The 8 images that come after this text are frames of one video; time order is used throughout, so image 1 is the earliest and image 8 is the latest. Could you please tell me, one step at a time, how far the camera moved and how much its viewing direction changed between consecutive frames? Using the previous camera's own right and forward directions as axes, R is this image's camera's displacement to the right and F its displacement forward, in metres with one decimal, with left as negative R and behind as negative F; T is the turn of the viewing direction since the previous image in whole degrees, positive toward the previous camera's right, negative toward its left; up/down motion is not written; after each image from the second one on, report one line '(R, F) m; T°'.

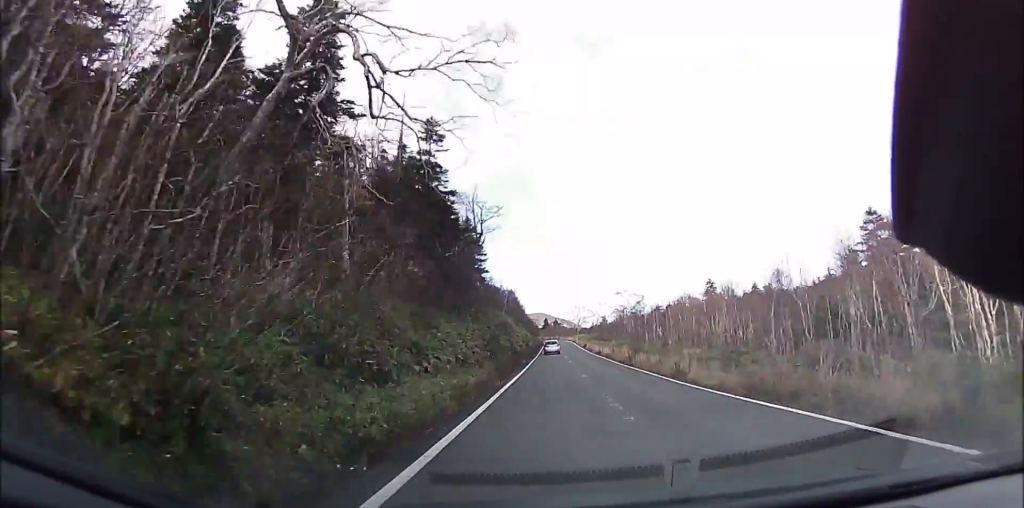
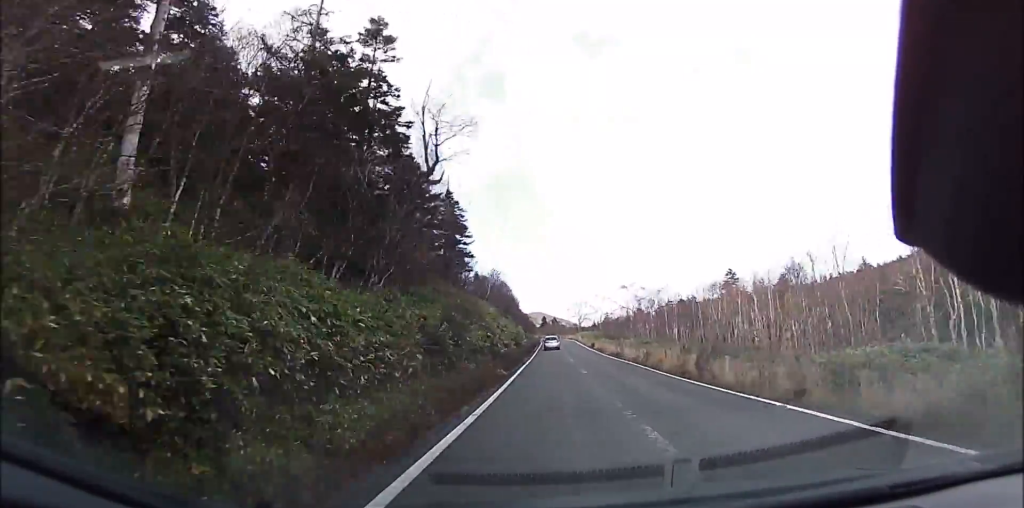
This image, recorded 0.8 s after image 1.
(-0.1, +12.8) m; 0°
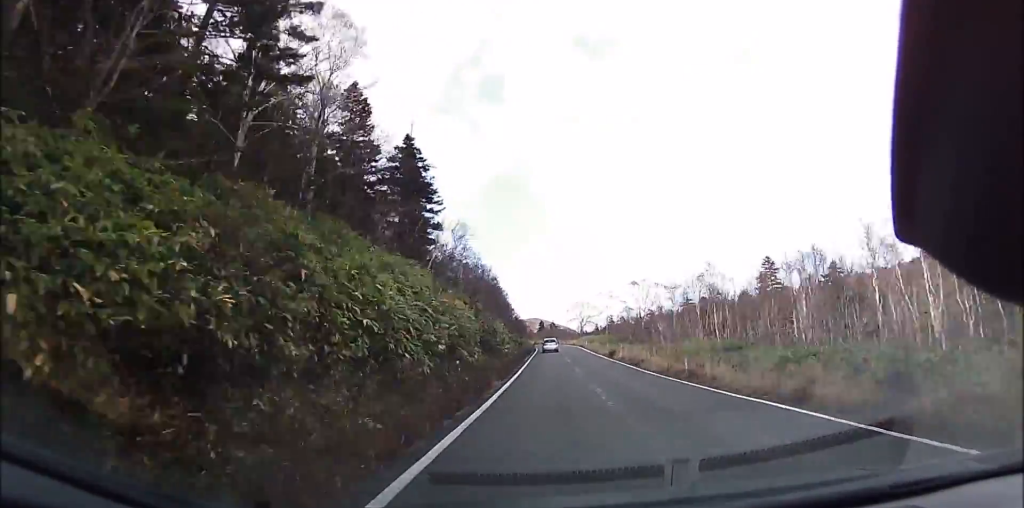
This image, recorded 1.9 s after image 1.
(+0.2, +16.7) m; +1°
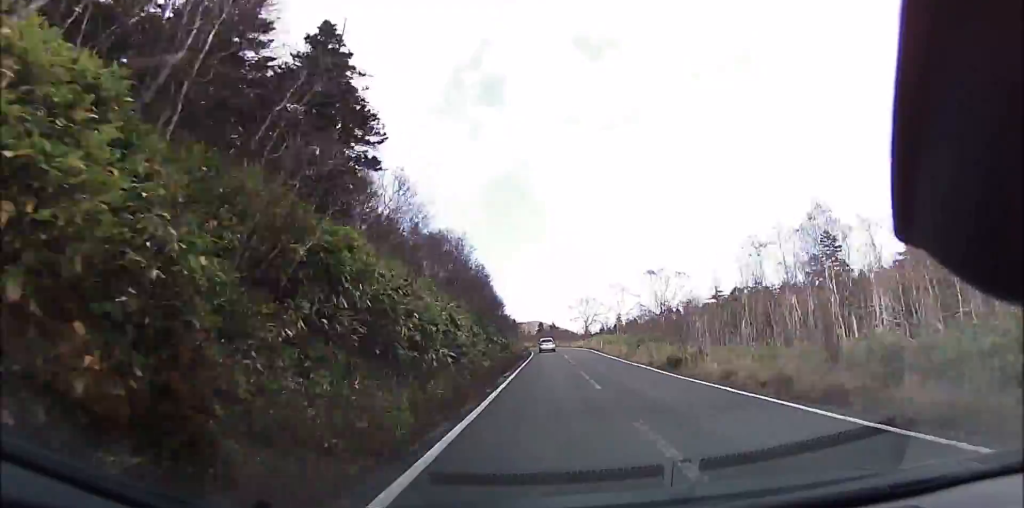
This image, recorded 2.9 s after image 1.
(+0.1, +16.4) m; 0°
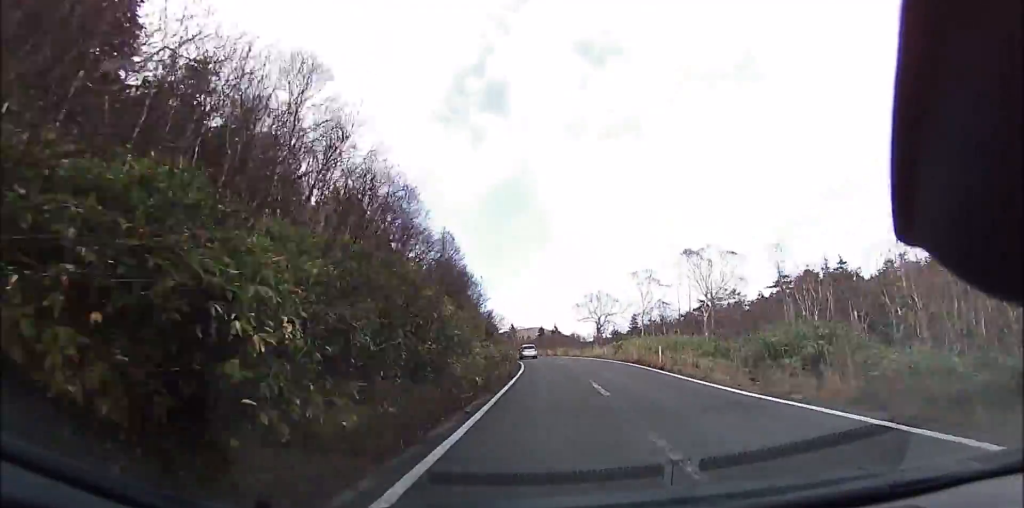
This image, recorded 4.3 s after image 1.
(+0.2, +21.3) m; -1°
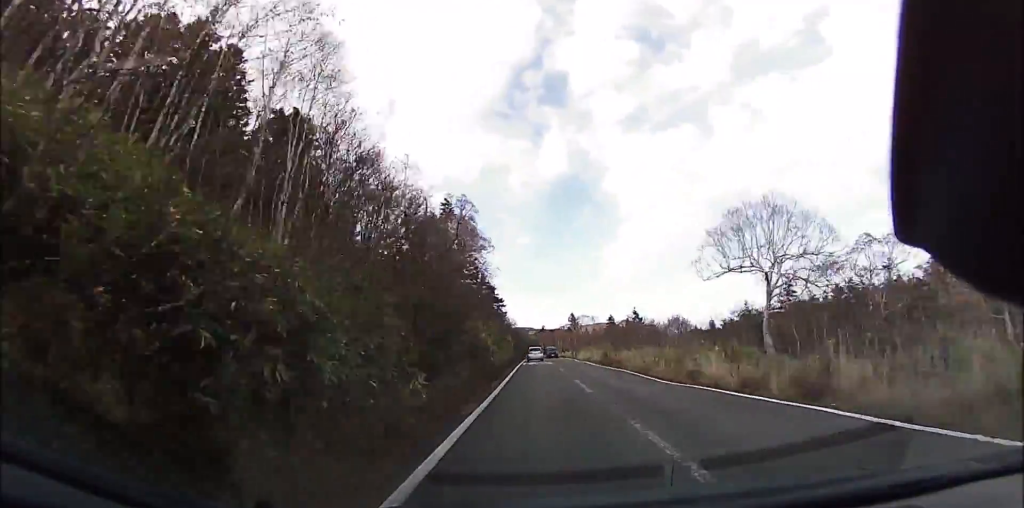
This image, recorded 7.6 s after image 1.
(-2.0, +48.3) m; -4°
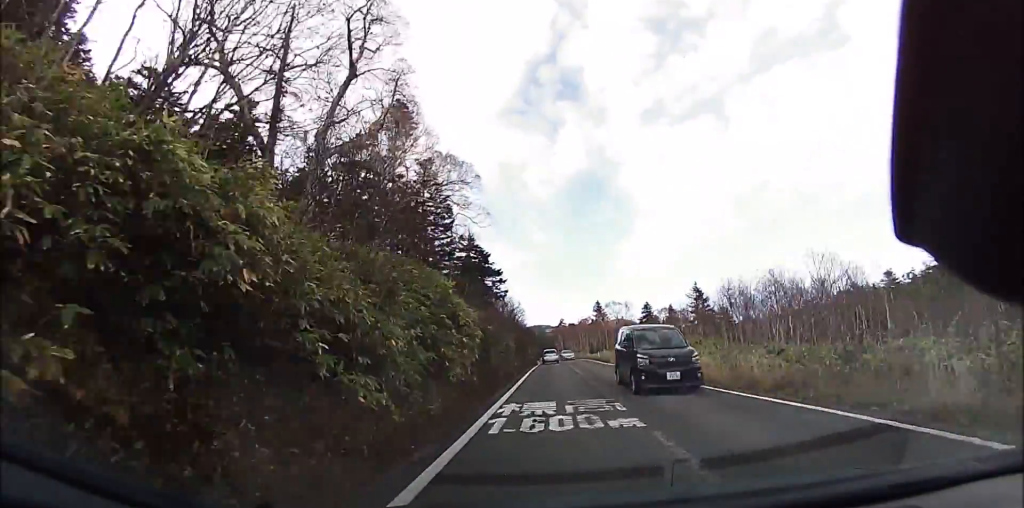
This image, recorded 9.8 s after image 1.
(-1.3, +31.4) m; -4°
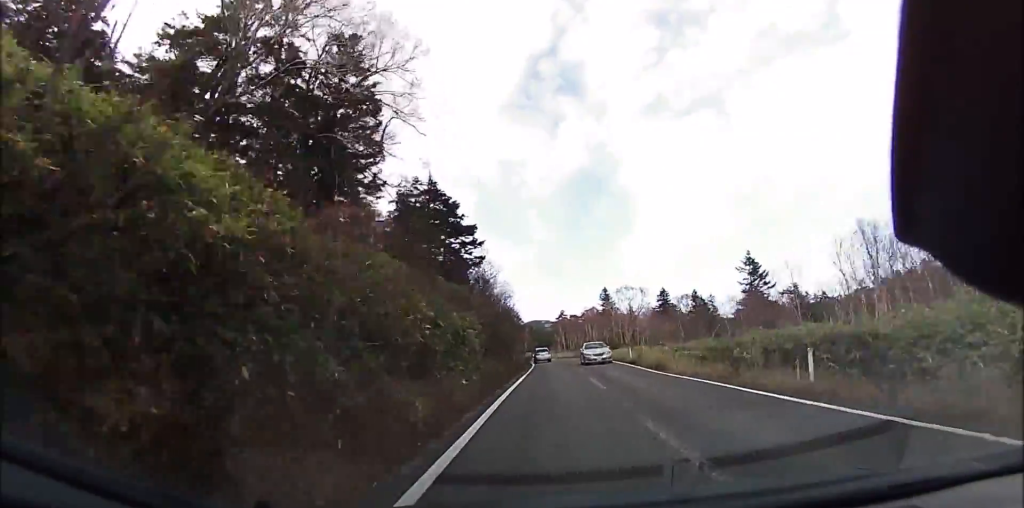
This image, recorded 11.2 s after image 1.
(-0.4, +19.0) m; -1°
